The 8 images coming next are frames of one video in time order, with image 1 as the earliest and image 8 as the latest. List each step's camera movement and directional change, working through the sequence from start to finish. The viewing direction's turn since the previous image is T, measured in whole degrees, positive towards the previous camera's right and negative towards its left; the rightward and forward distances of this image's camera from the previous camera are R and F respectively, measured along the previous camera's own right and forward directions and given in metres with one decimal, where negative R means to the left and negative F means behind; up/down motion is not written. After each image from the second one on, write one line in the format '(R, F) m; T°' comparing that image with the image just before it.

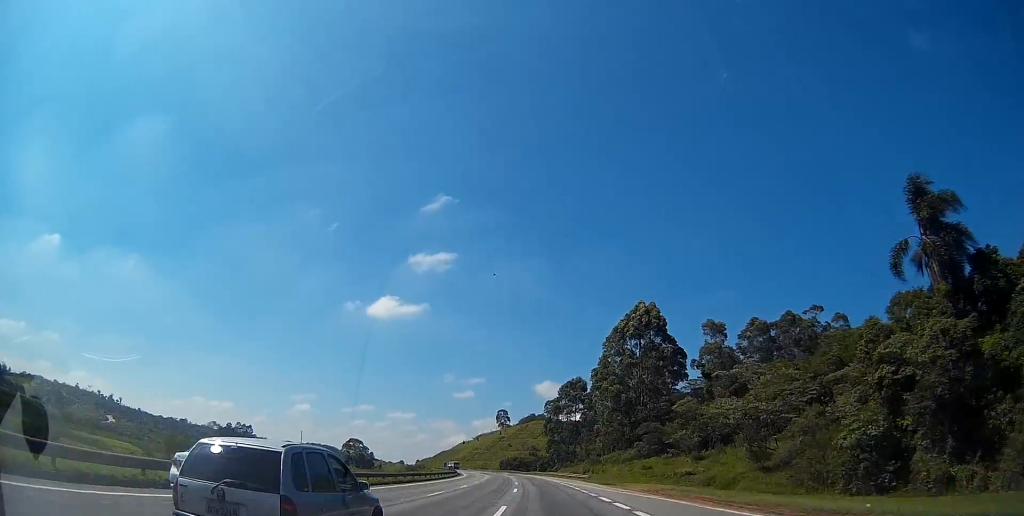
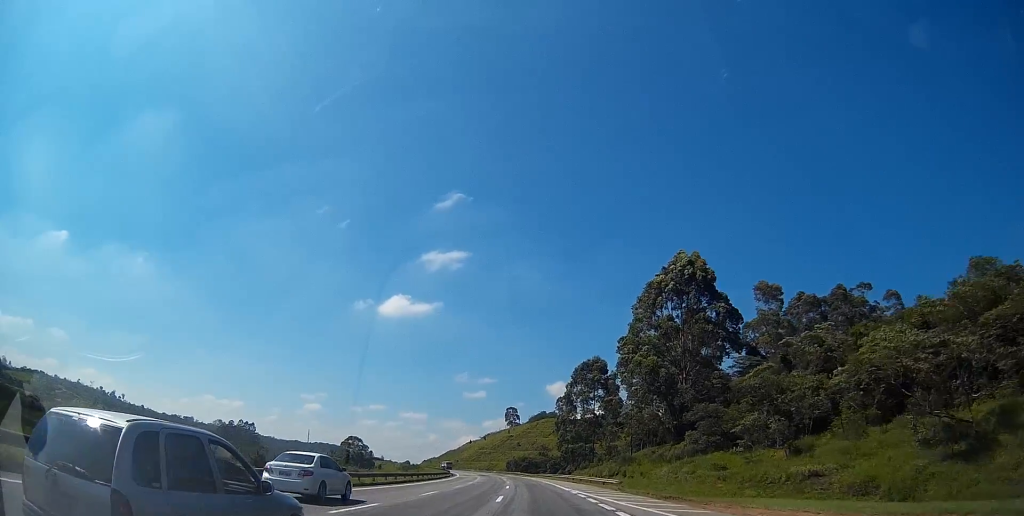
(-0.4, +24.2) m; -2°
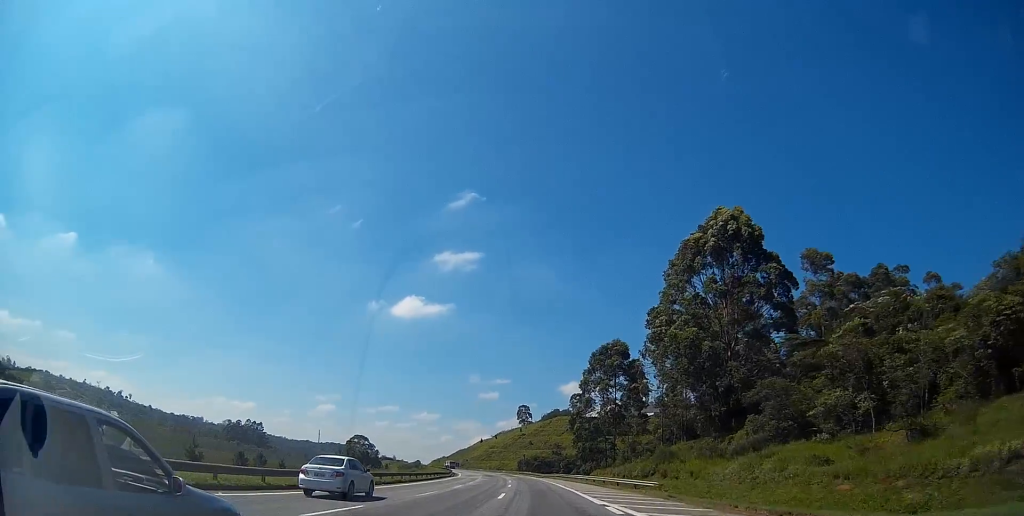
(-0.2, +14.2) m; -1°
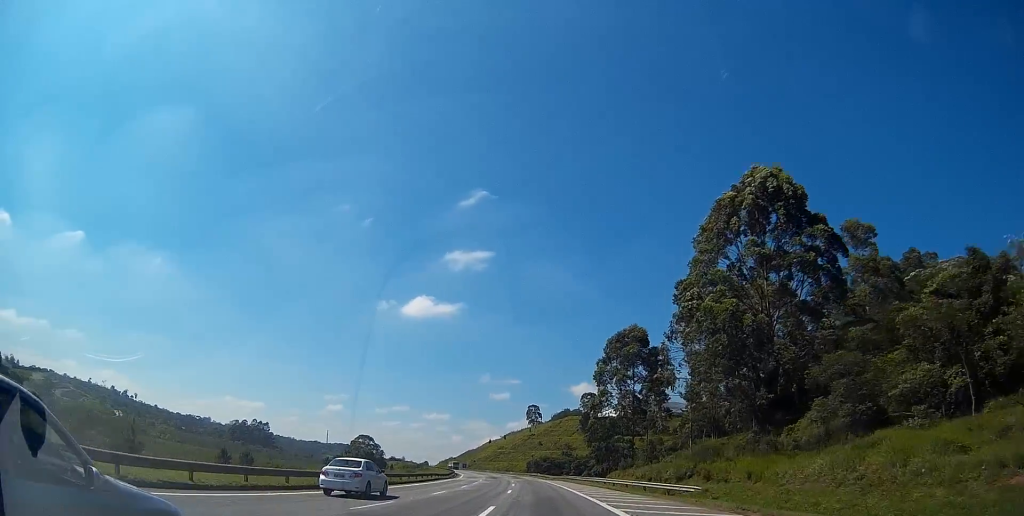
(0.0, +9.6) m; 0°
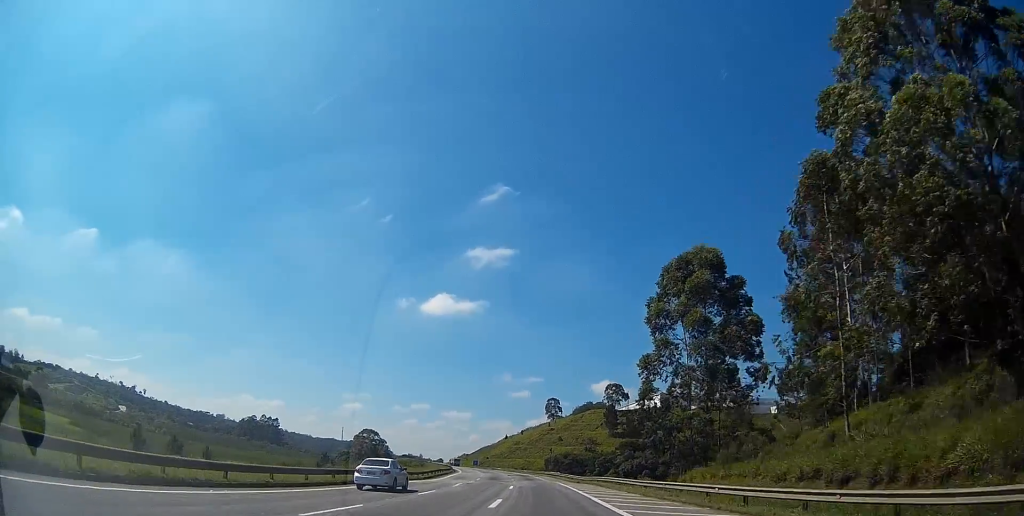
(-0.2, +28.9) m; -1°
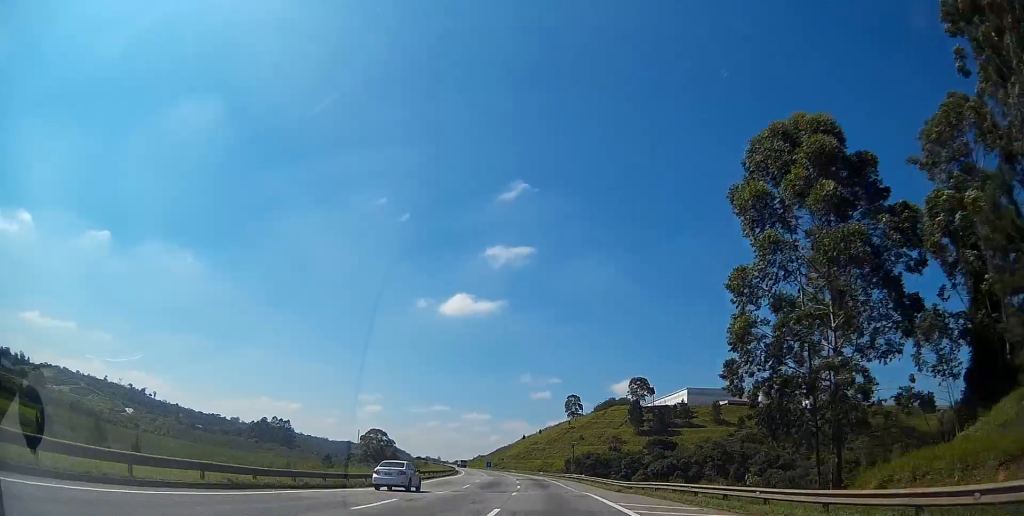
(-0.2, +20.9) m; -2°
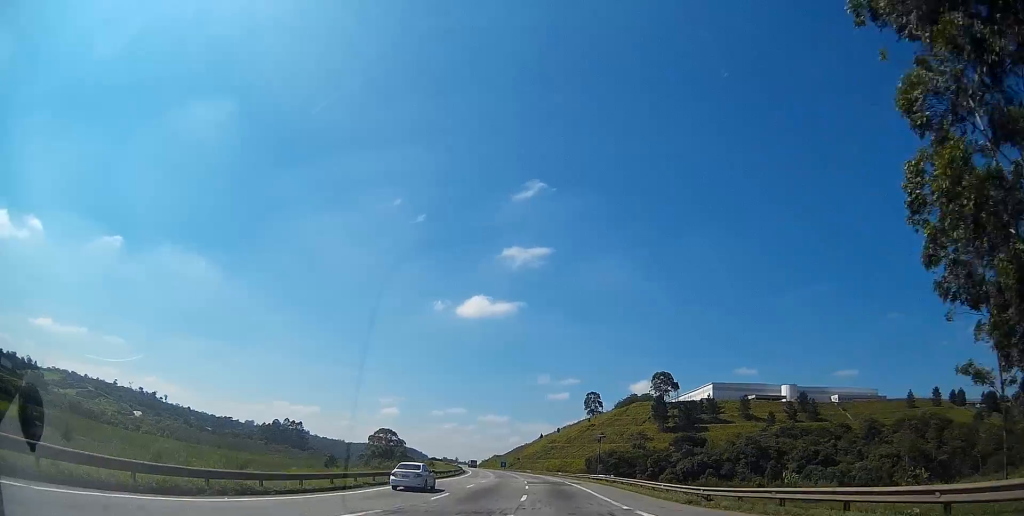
(0.0, +15.2) m; -1°
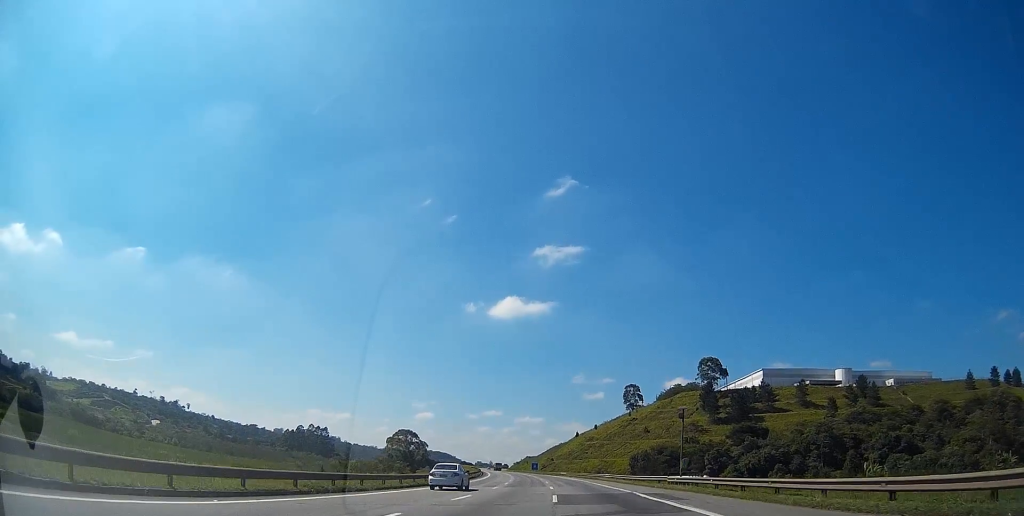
(-0.6, +25.3) m; -2°
